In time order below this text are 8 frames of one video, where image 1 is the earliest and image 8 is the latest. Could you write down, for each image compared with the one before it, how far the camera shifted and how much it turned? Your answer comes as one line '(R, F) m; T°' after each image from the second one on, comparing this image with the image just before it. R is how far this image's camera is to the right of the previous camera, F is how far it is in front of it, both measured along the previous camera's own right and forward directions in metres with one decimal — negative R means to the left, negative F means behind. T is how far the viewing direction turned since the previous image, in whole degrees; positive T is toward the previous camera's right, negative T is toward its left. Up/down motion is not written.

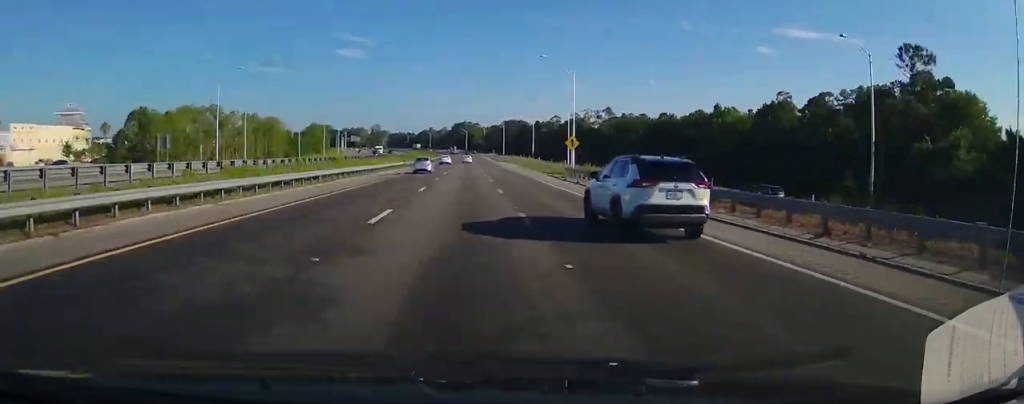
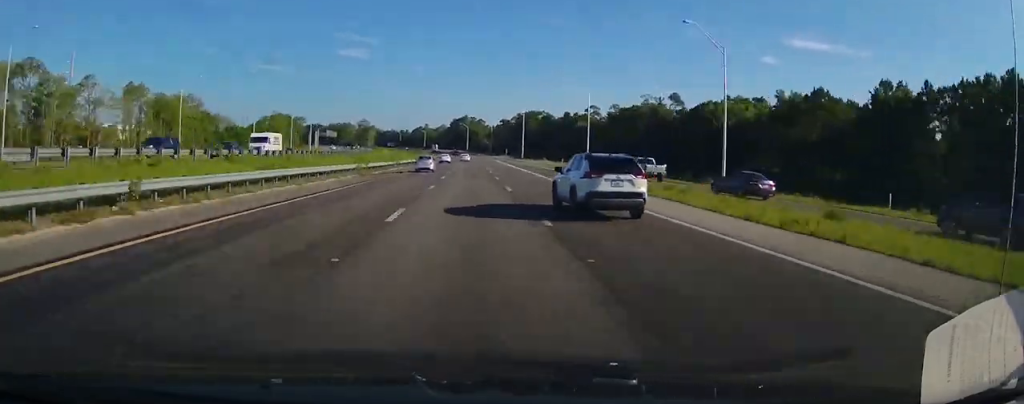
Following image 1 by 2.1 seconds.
(-0.8, +72.2) m; -3°
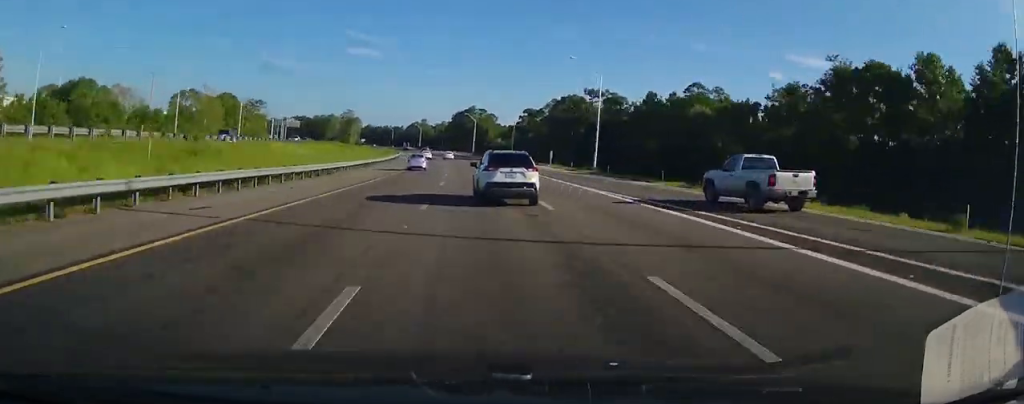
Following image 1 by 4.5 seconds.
(+1.7, +80.5) m; -4°
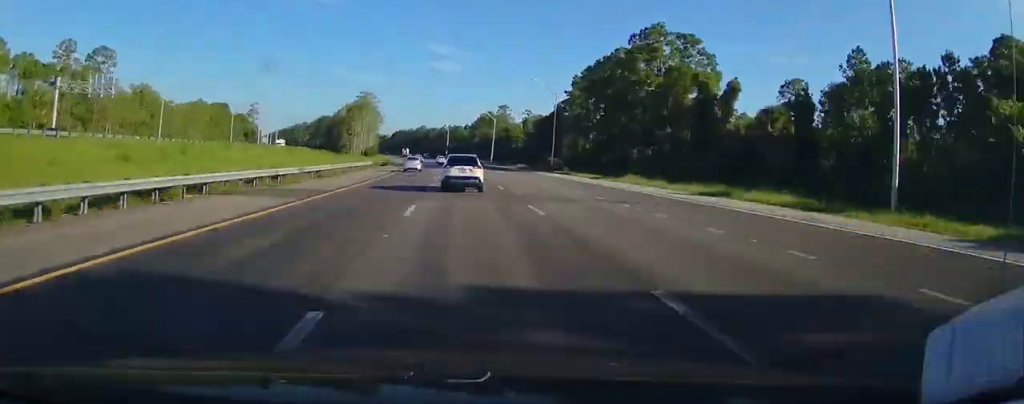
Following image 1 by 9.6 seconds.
(-14.1, +170.9) m; -6°
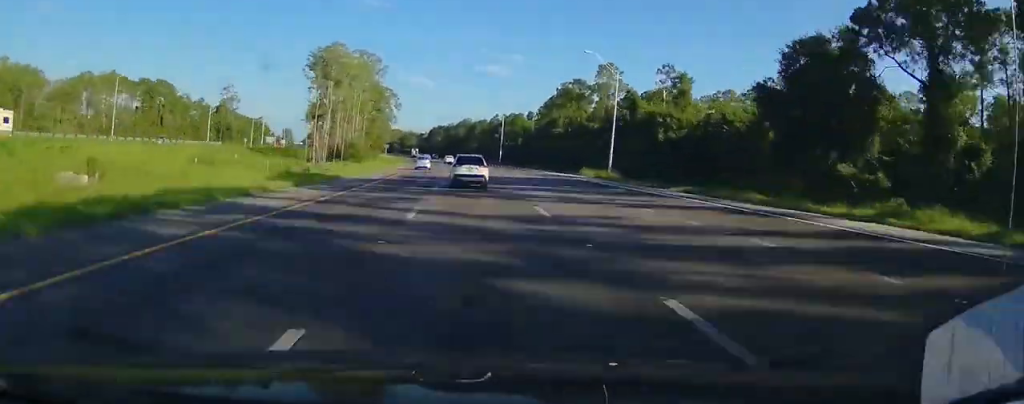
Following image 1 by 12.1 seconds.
(+2.4, +85.7) m; -4°
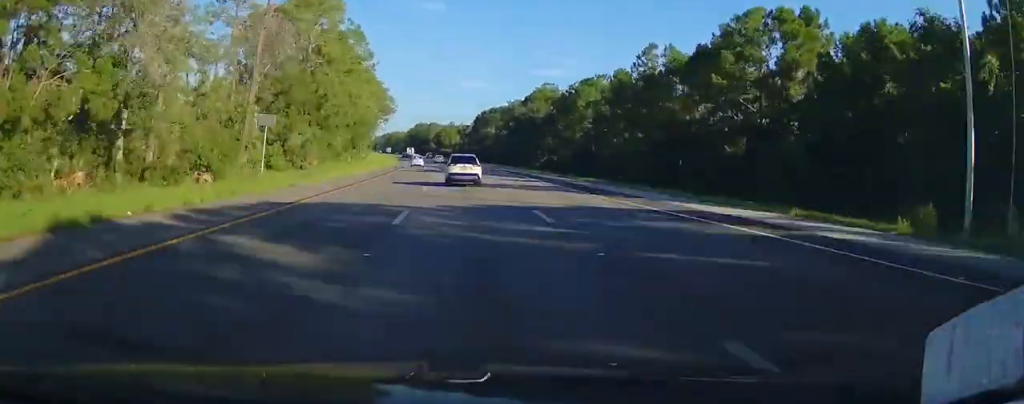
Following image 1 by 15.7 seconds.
(-10.9, +122.9) m; -7°
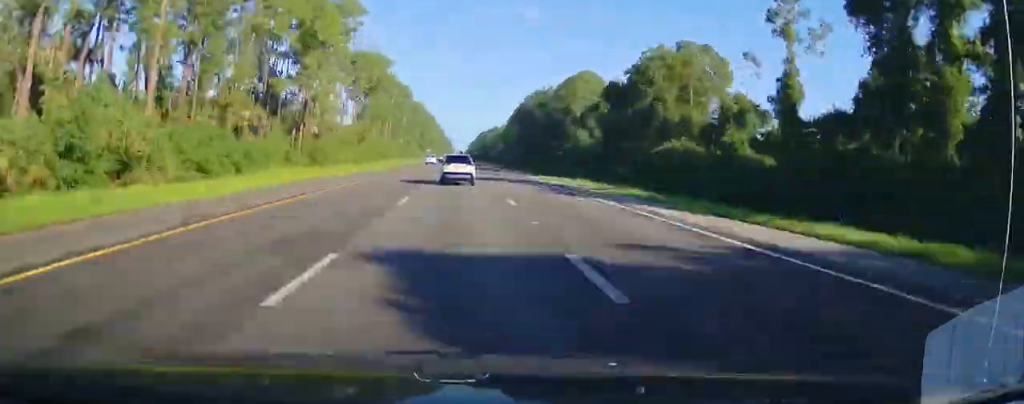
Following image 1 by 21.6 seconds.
(-15.1, +203.2) m; -6°
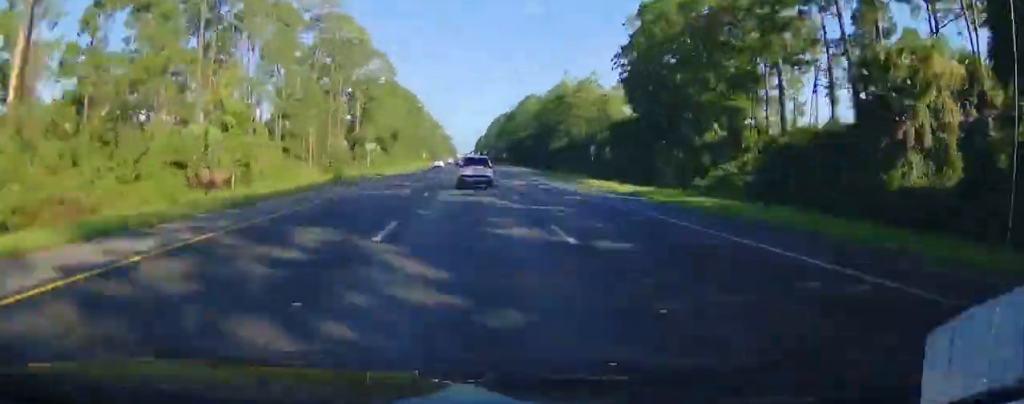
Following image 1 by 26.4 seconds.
(-1.1, +170.2) m; -1°
